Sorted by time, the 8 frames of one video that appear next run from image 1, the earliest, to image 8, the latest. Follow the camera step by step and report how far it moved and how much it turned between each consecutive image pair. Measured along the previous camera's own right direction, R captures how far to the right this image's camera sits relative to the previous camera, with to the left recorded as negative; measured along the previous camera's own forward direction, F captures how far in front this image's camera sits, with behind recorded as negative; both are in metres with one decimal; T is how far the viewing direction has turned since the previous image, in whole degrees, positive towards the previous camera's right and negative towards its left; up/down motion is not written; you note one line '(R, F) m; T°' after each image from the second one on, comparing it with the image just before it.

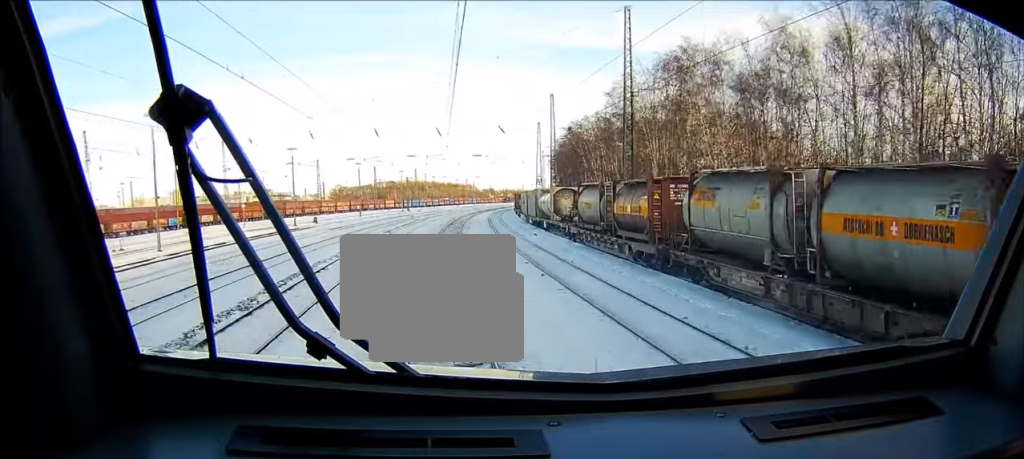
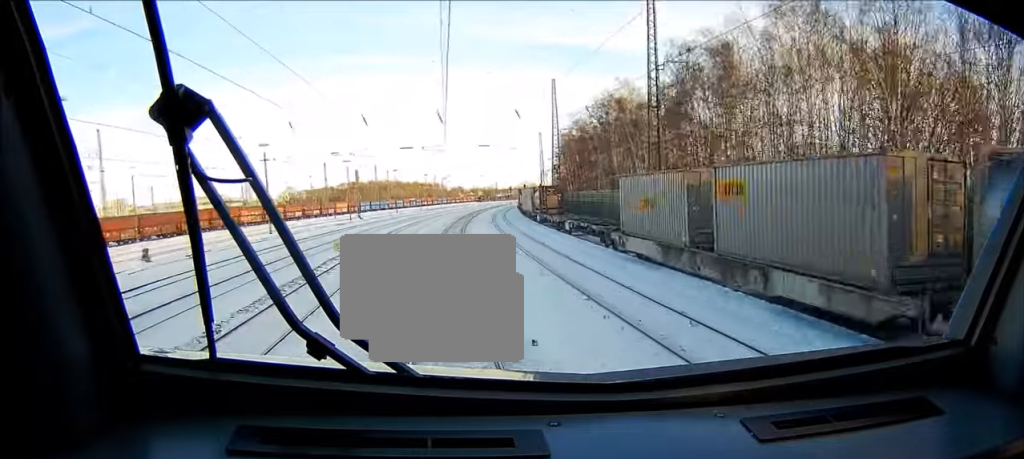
(+0.7, +54.0) m; +1°
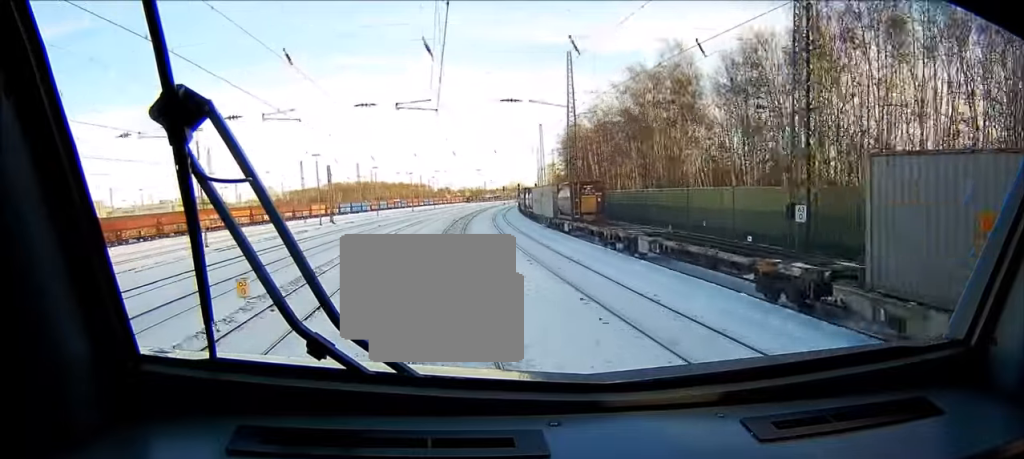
(0.0, +19.1) m; 0°
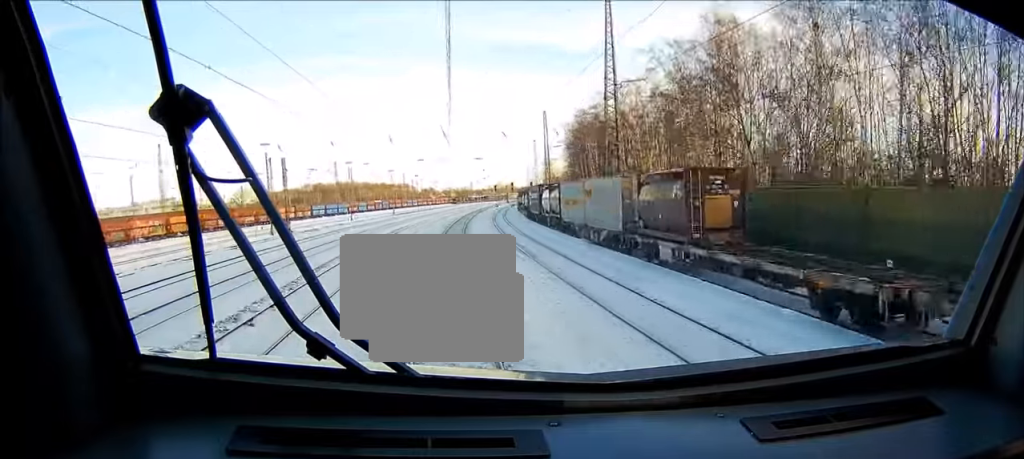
(+0.2, +22.9) m; +1°
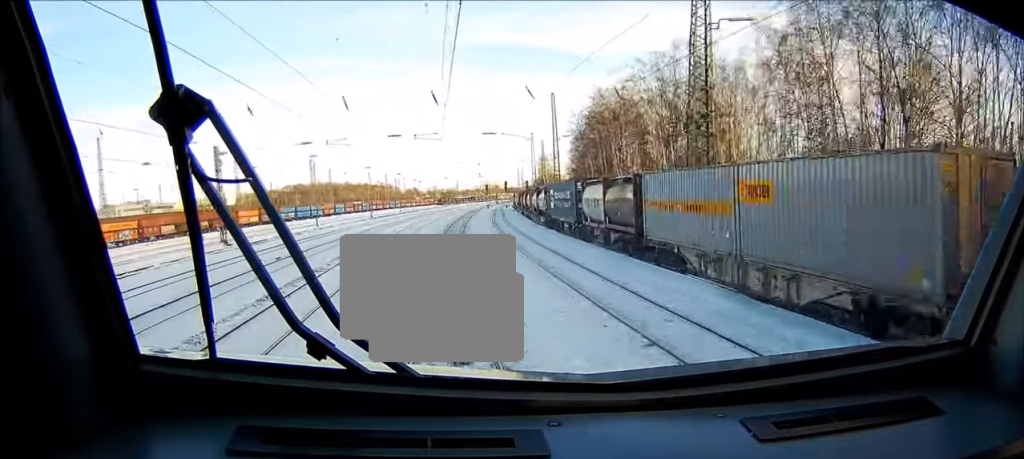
(+0.2, +22.3) m; +1°
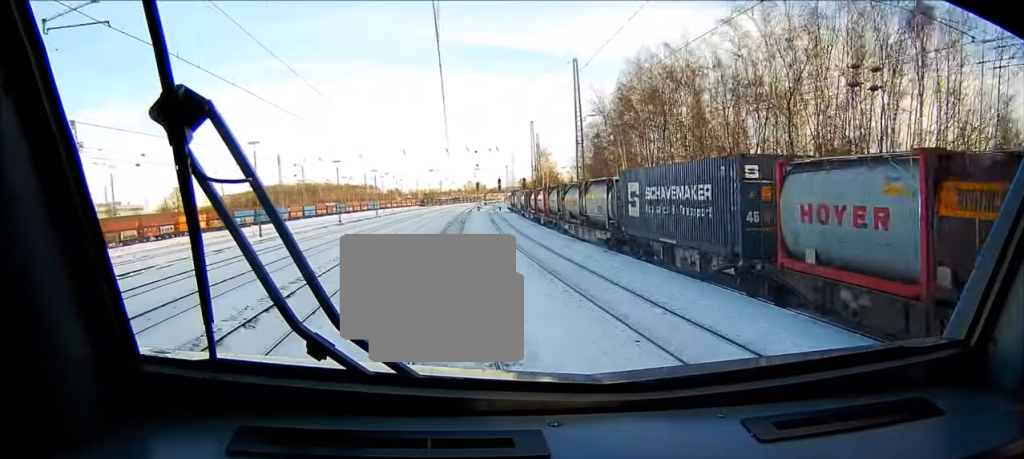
(+0.4, +26.3) m; +2°
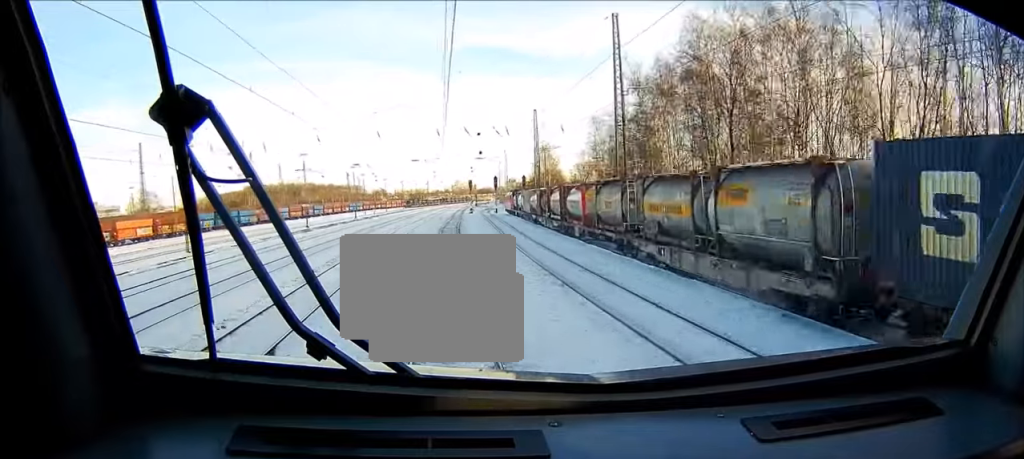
(+0.3, +21.0) m; +2°
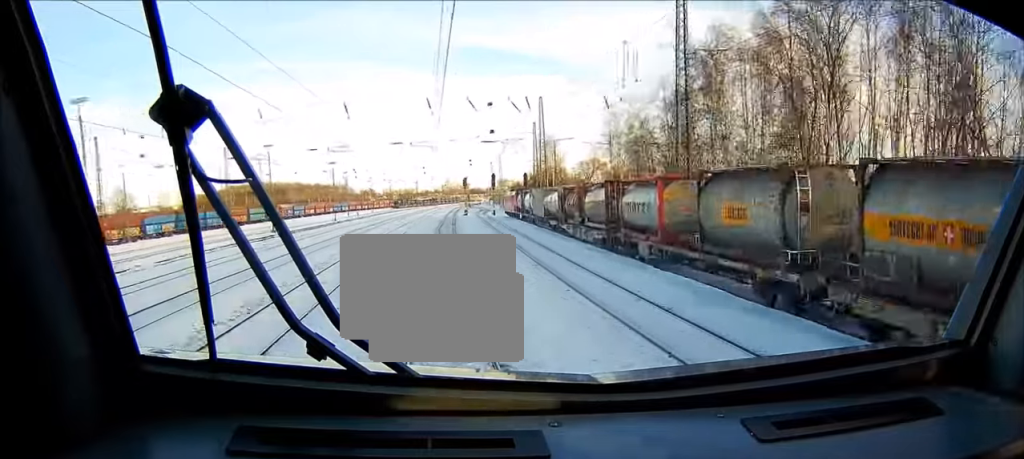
(+0.2, +16.4) m; +1°
